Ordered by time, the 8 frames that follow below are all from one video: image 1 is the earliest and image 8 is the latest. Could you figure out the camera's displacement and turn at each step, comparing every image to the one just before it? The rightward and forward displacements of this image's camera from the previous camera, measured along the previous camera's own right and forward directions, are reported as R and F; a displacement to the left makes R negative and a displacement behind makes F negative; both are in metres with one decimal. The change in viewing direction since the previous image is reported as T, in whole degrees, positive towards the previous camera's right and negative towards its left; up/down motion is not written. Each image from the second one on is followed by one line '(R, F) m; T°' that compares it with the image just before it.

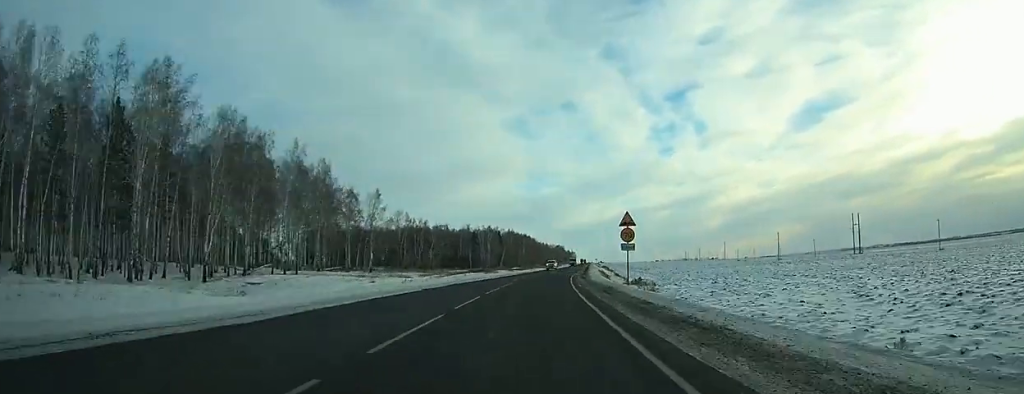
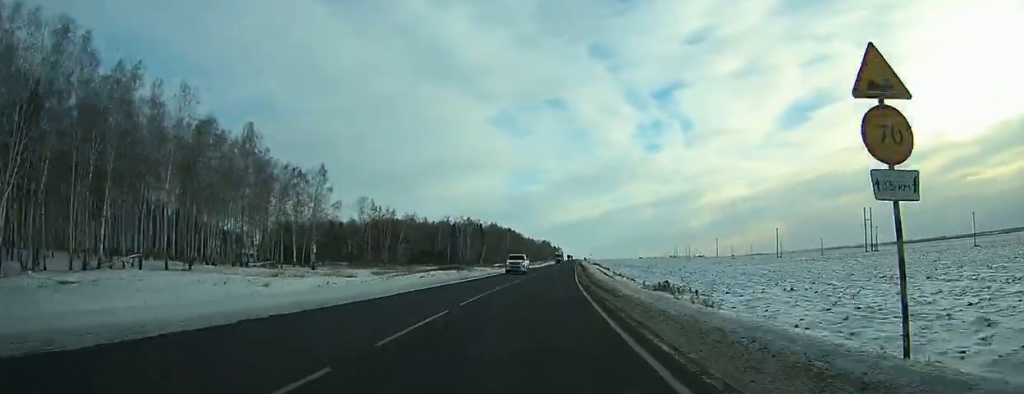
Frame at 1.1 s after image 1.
(+0.3, +25.9) m; +2°
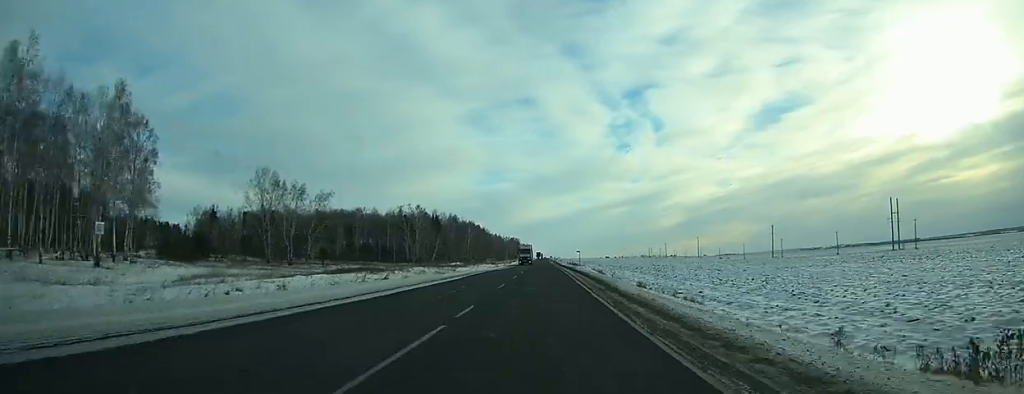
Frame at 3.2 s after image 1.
(+1.2, +48.6) m; +2°
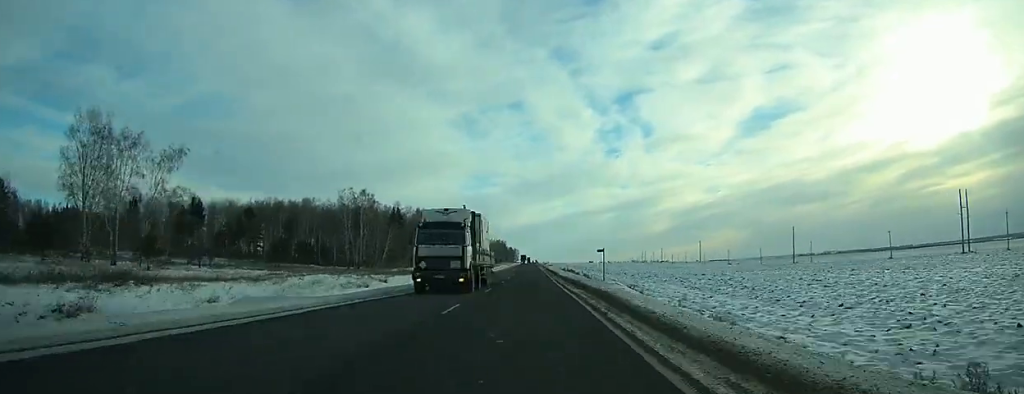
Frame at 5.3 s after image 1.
(+0.7, +49.5) m; +1°
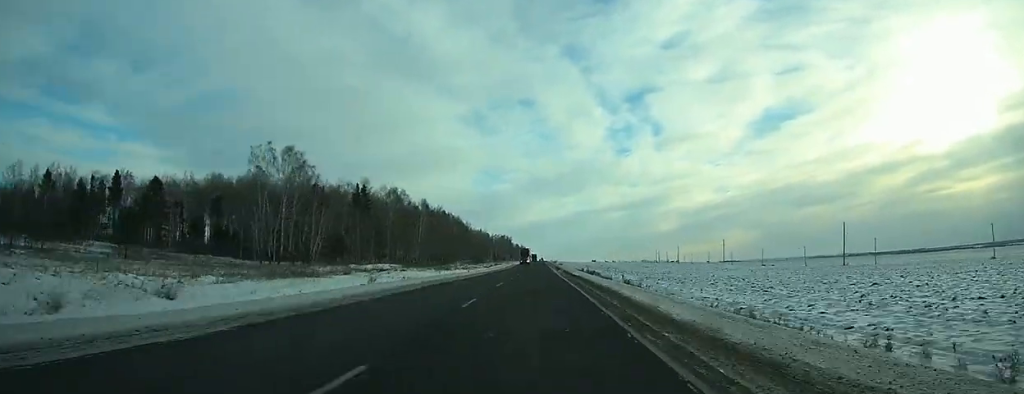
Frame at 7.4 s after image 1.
(+0.2, +48.5) m; 0°
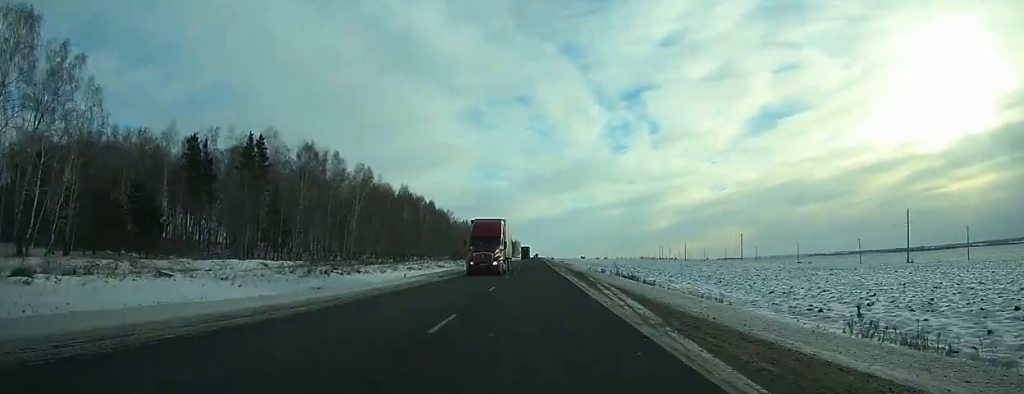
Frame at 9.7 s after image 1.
(+0.2, +52.1) m; 0°
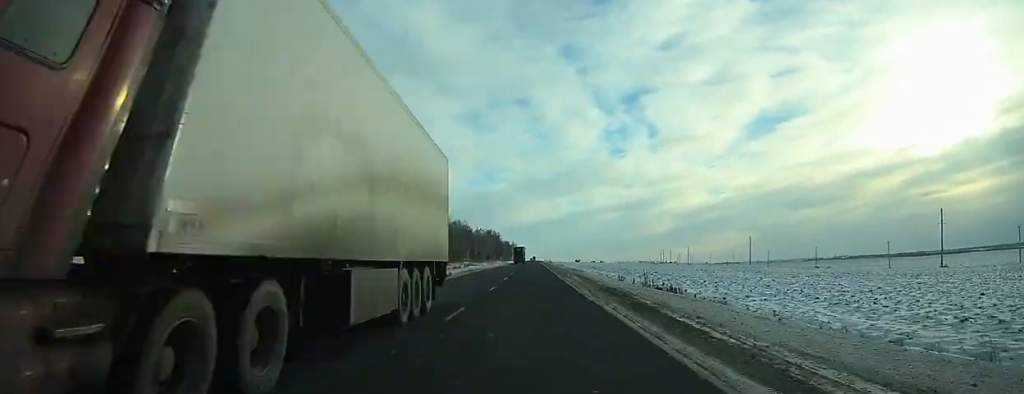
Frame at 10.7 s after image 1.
(0.0, +19.5) m; 0°
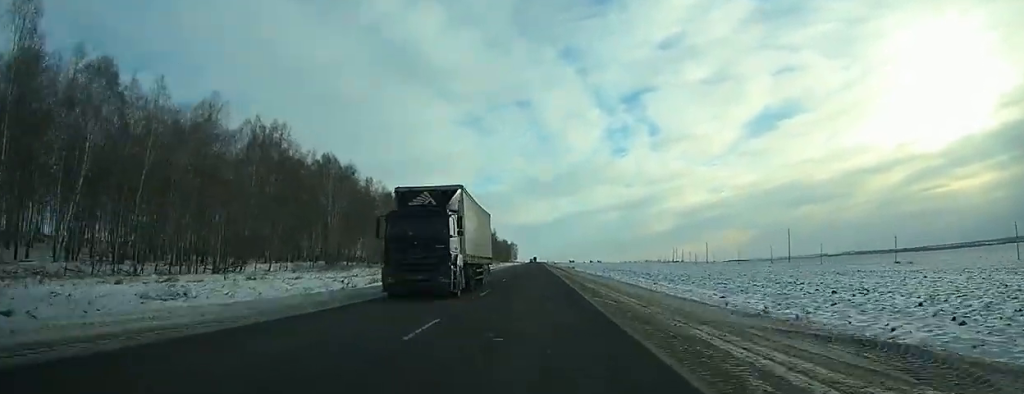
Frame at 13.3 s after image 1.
(+0.2, +56.1) m; 0°
